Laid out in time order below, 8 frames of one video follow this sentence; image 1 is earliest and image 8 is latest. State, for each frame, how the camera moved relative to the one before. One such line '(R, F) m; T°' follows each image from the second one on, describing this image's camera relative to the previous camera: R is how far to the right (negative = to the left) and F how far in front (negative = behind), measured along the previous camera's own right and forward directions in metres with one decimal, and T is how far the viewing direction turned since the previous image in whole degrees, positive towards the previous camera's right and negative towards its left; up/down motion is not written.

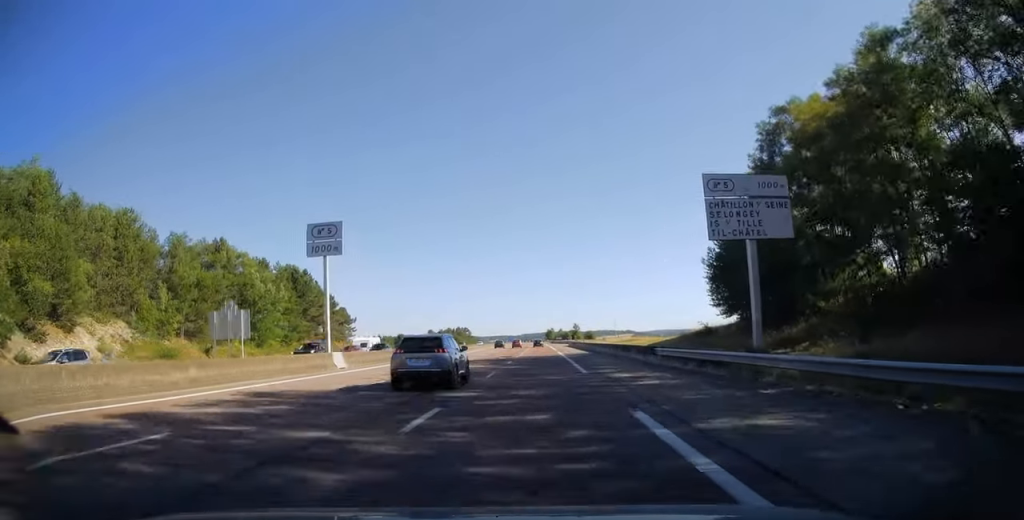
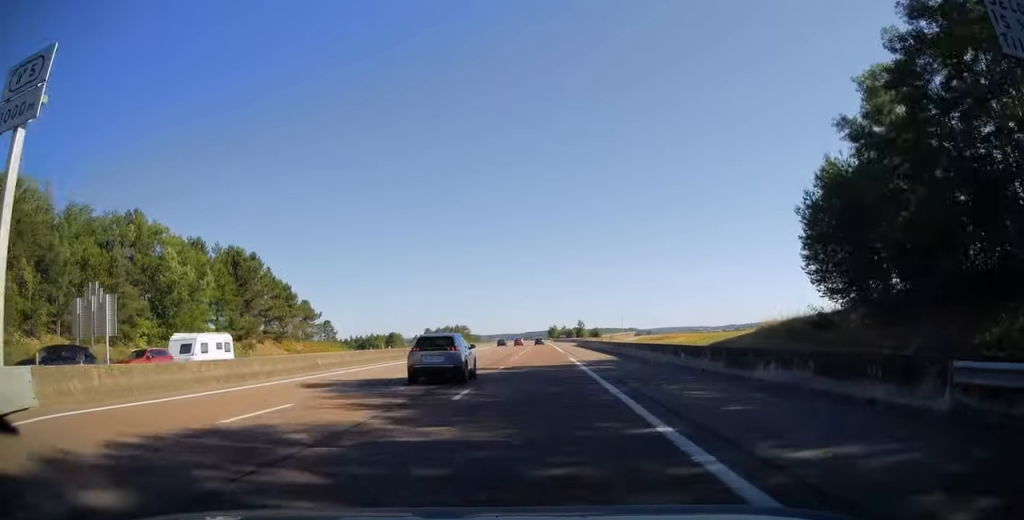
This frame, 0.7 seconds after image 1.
(0.0, +21.3) m; 0°
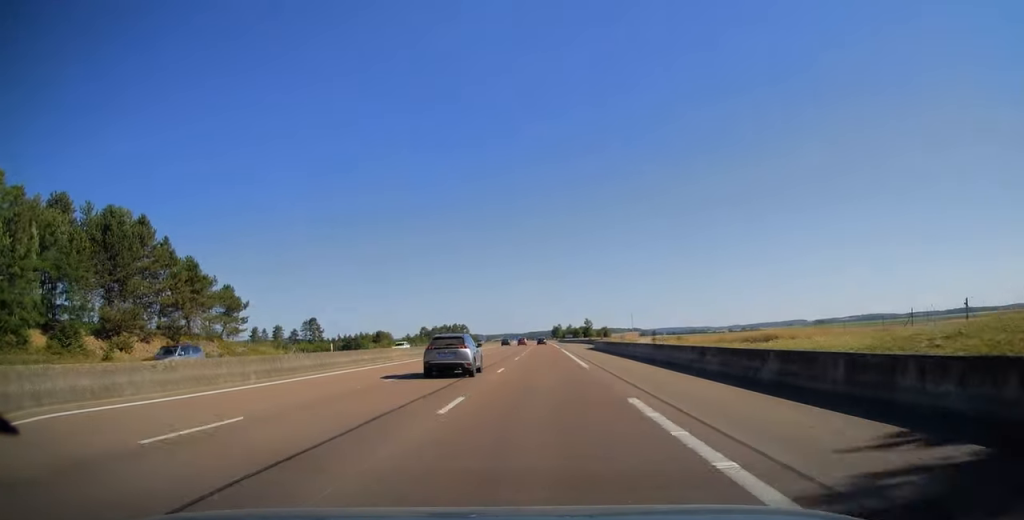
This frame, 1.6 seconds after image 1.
(-0.1, +28.4) m; 0°
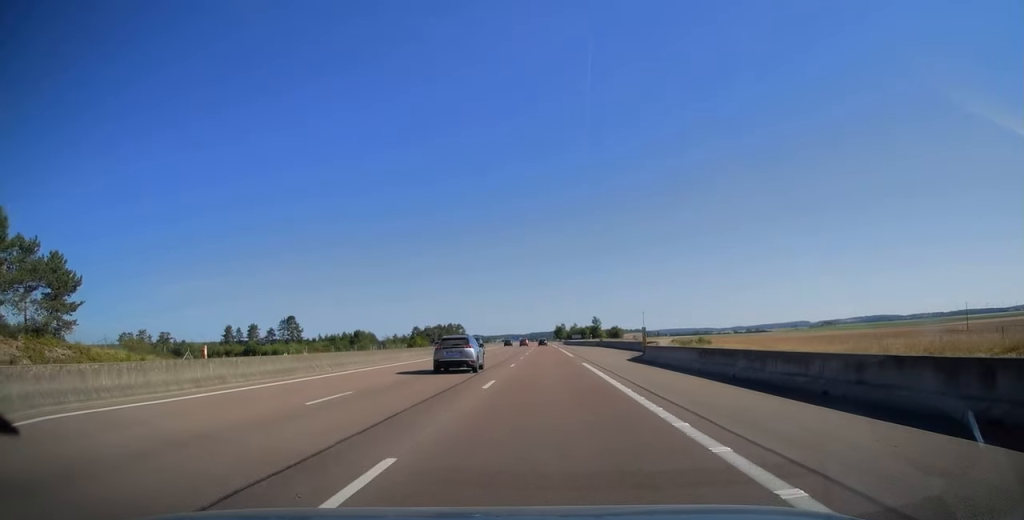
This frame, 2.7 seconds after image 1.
(-0.1, +33.0) m; 0°
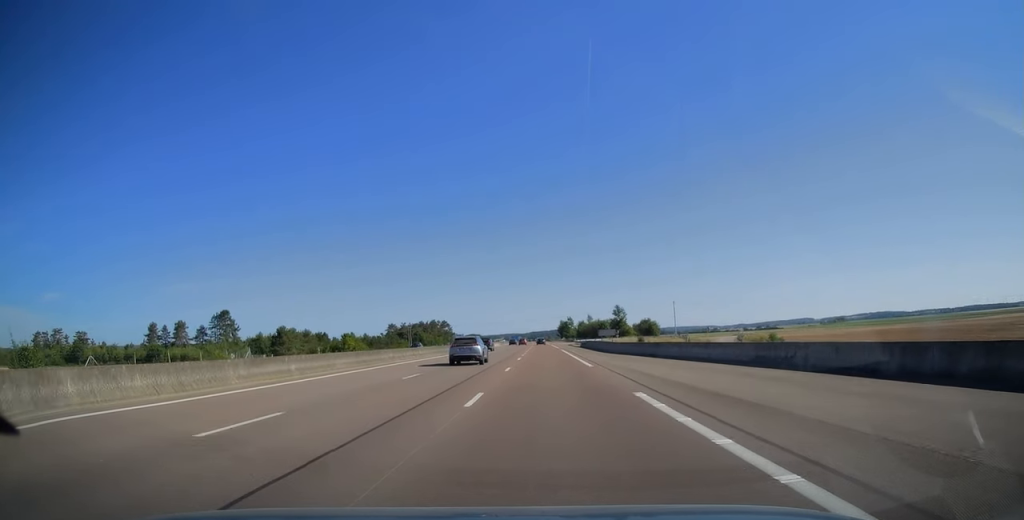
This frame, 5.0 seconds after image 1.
(0.0, +69.4) m; 0°
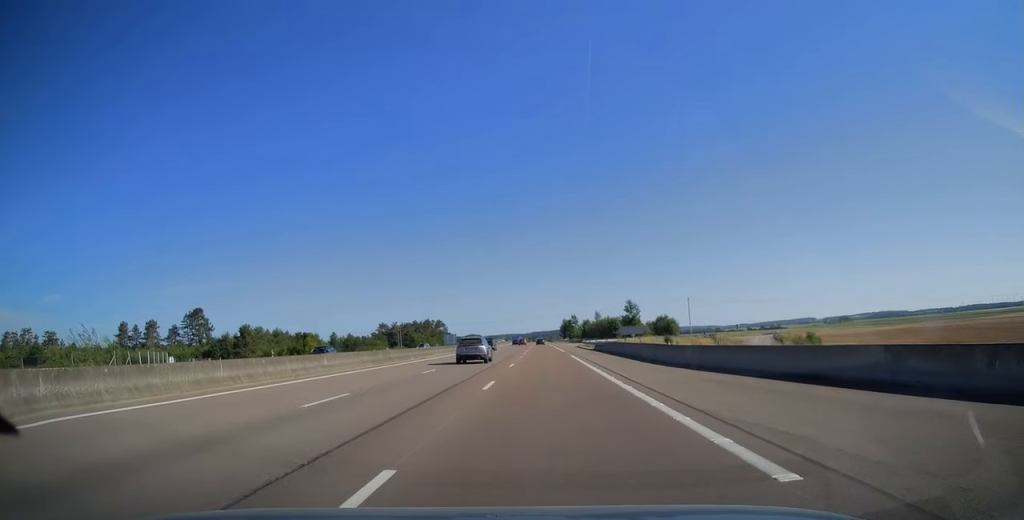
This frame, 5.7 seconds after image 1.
(0.0, +21.8) m; 0°
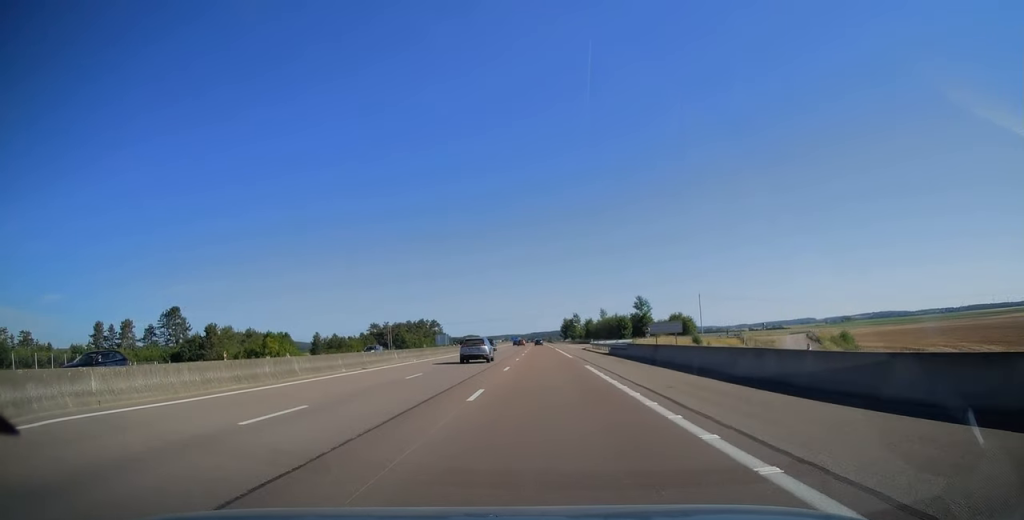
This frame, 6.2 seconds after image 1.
(0.0, +15.7) m; 0°
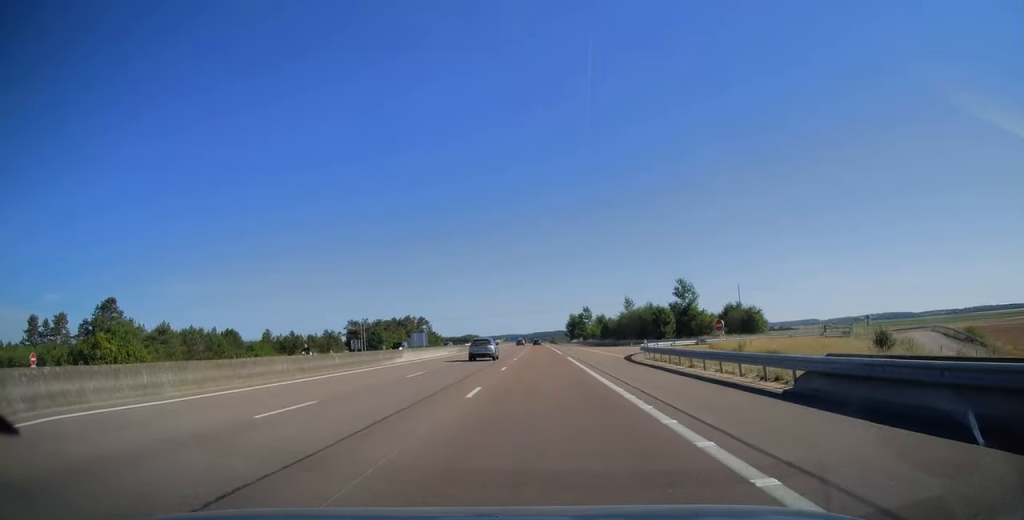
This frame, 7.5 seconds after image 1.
(-0.1, +38.0) m; 0°
